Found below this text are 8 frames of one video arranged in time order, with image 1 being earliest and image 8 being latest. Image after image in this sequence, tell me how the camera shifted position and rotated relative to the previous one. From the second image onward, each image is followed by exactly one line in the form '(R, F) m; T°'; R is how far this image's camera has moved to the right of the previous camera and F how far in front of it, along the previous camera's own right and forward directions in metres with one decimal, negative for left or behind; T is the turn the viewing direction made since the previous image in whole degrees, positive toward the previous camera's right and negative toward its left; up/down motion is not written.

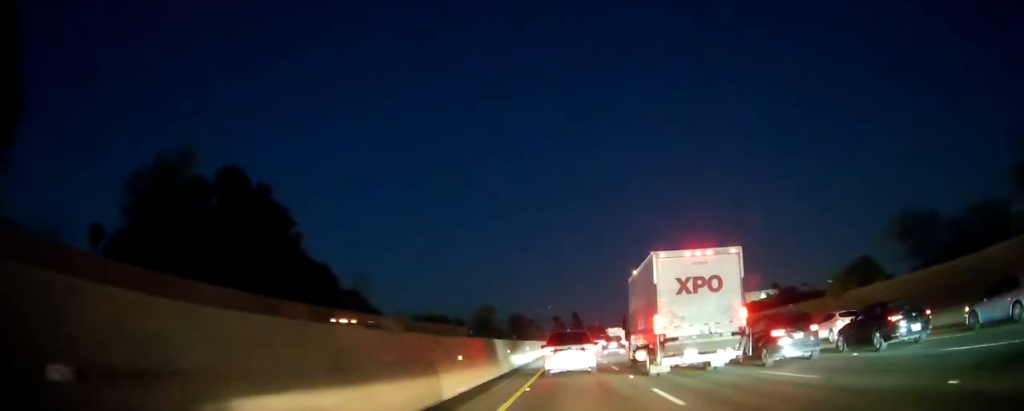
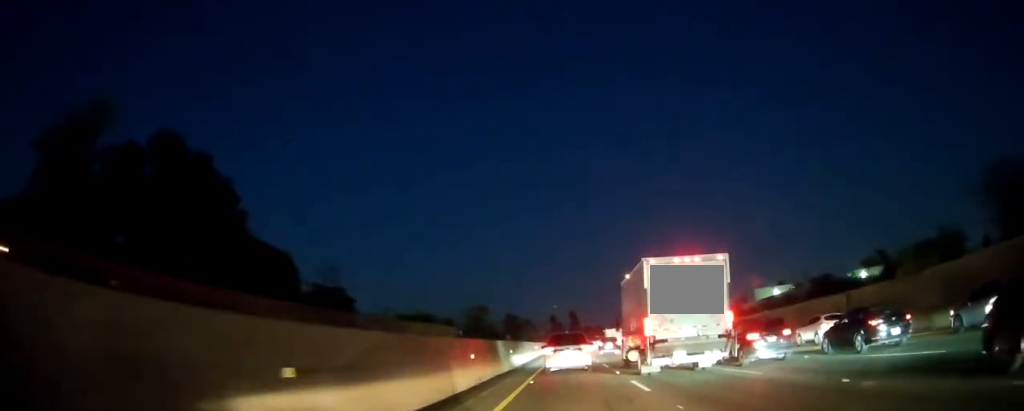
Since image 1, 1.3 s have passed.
(0.0, +10.6) m; +1°
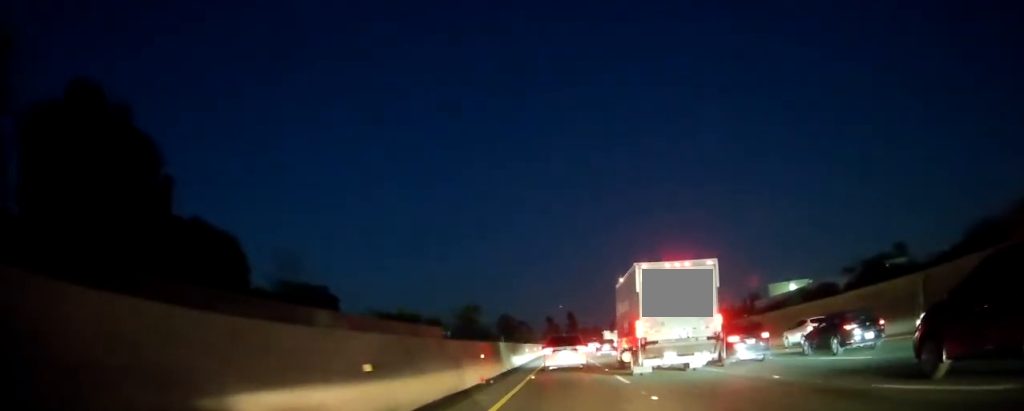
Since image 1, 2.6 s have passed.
(0.0, +10.6) m; -1°
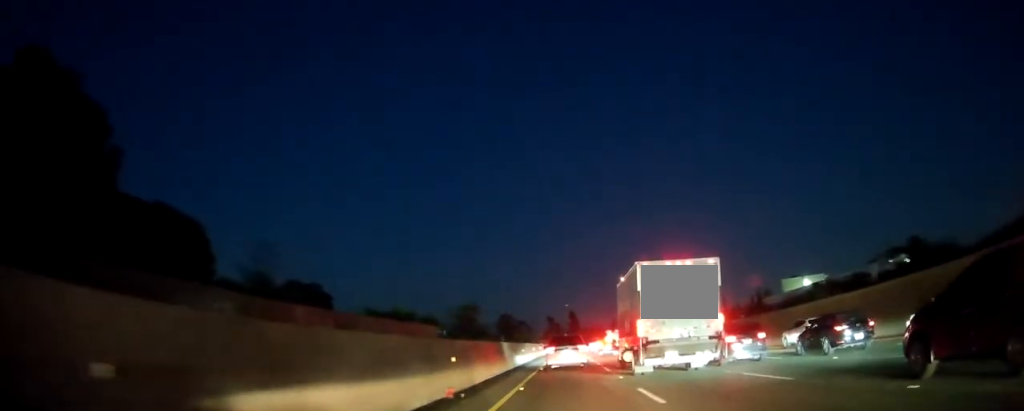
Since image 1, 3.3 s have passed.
(-0.1, +5.9) m; 0°
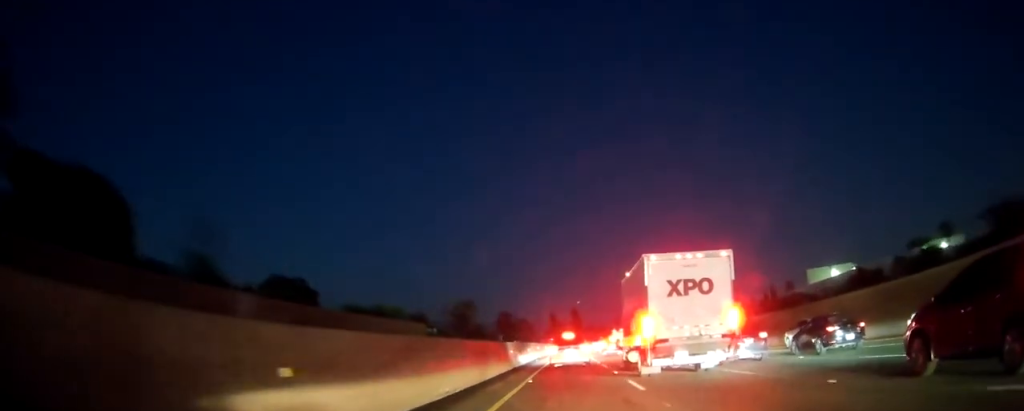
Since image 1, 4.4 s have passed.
(0.0, +10.4) m; 0°
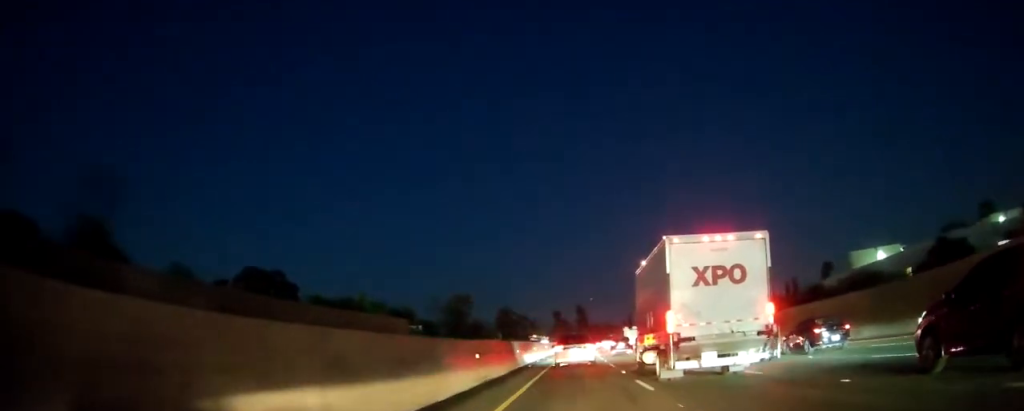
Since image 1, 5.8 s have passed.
(-0.1, +14.7) m; 0°
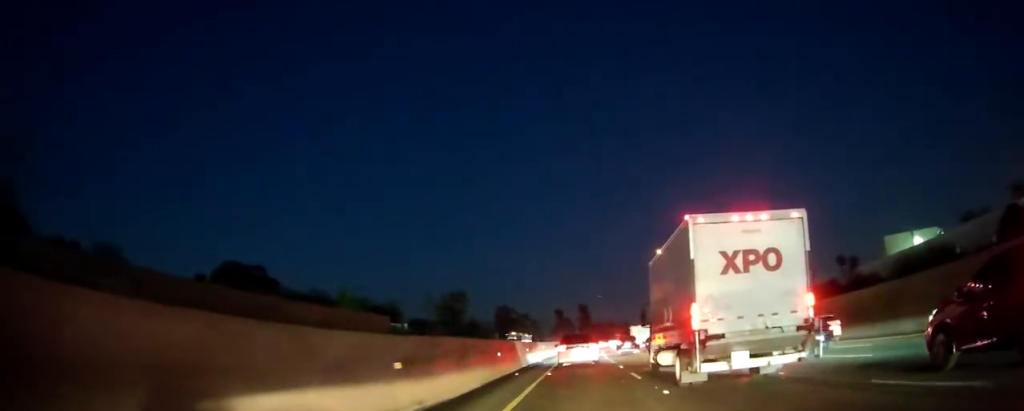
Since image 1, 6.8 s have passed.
(0.0, +10.4) m; 0°
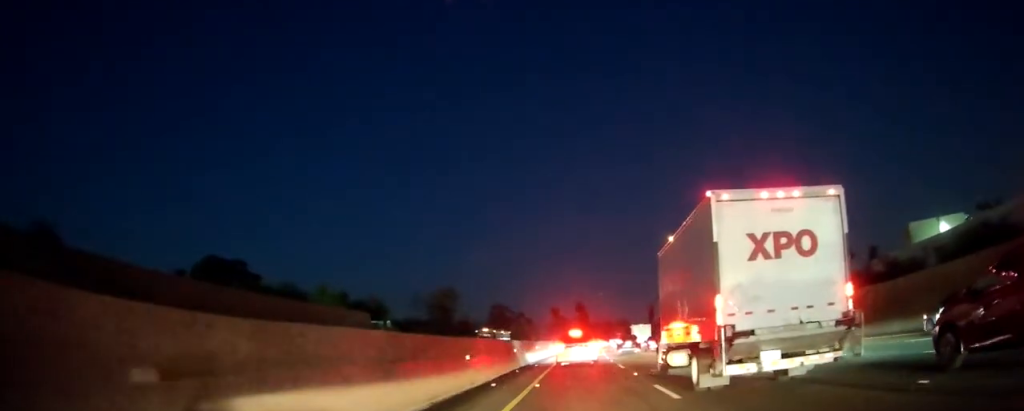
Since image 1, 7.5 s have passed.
(0.0, +7.5) m; 0°
